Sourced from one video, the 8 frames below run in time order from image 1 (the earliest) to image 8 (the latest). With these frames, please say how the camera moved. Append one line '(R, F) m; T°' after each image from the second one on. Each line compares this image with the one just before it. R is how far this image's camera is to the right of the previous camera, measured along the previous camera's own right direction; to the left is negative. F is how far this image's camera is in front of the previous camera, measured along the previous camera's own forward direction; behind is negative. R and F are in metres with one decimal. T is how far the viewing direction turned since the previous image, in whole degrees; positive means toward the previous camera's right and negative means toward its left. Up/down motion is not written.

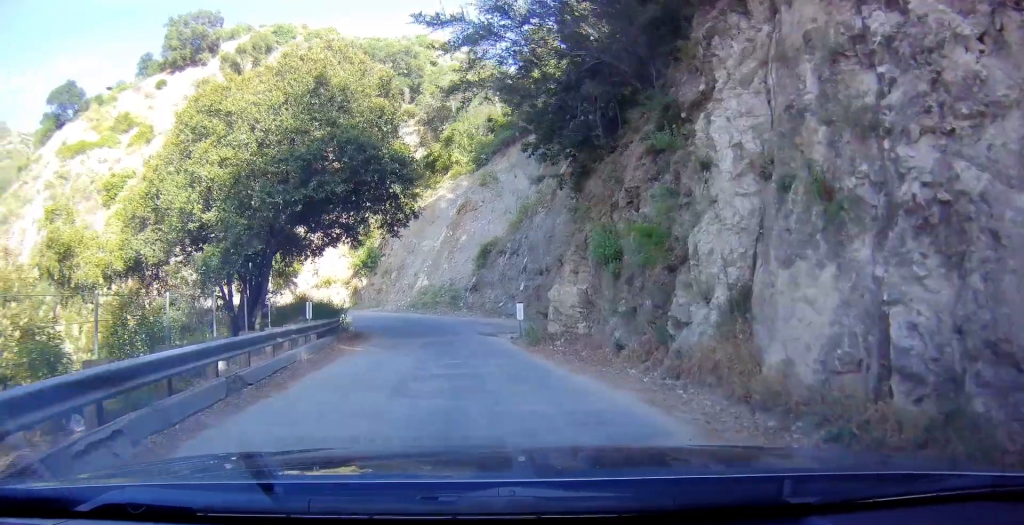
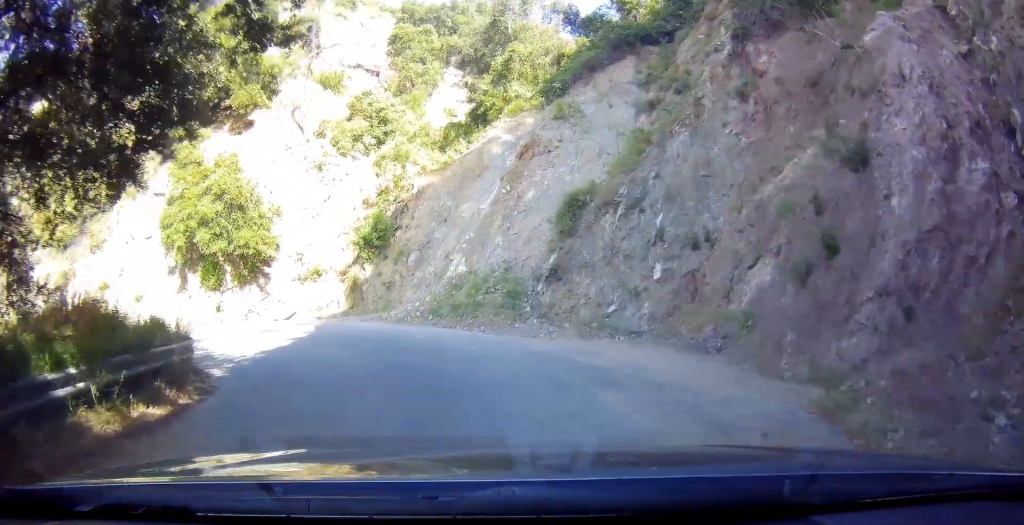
(0.0, +20.0) m; -4°
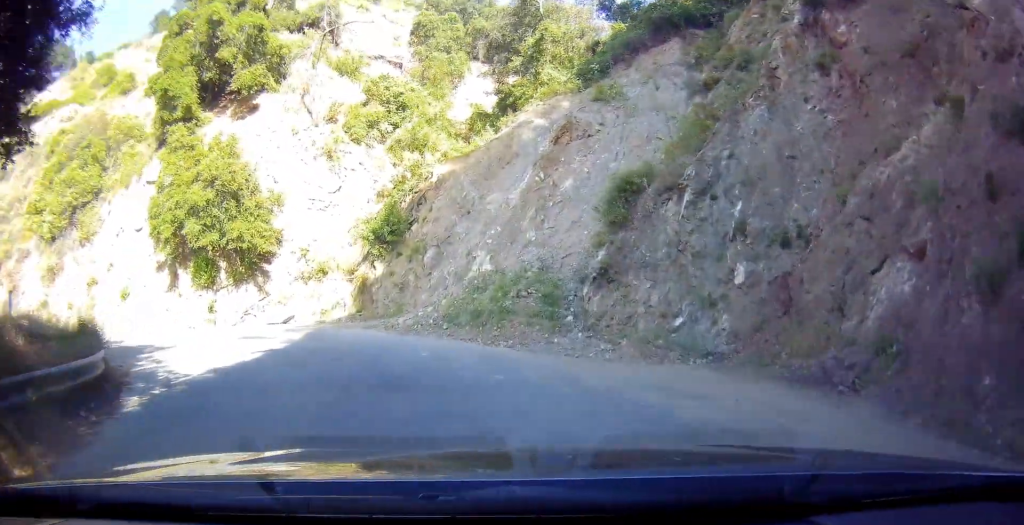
(+0.1, +4.8) m; -3°
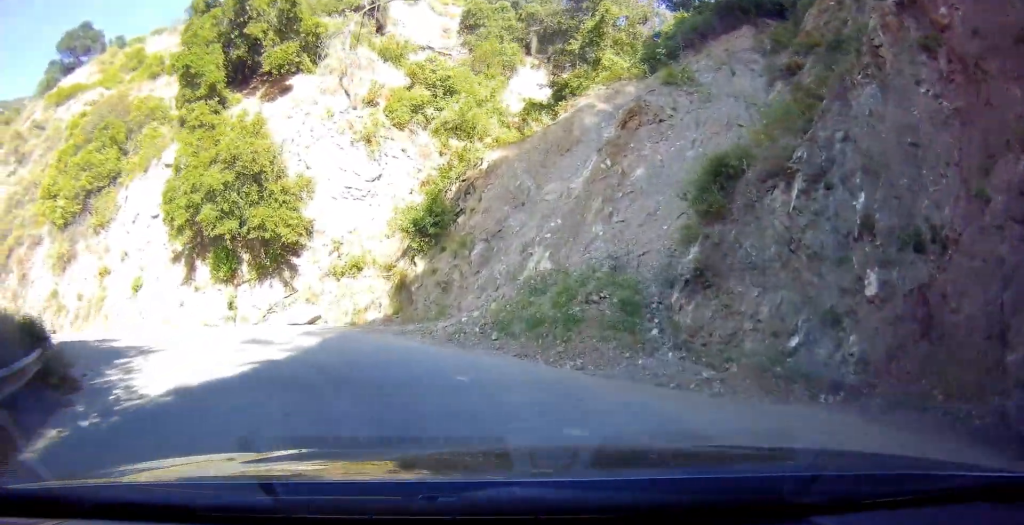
(-0.2, +3.5) m; -6°
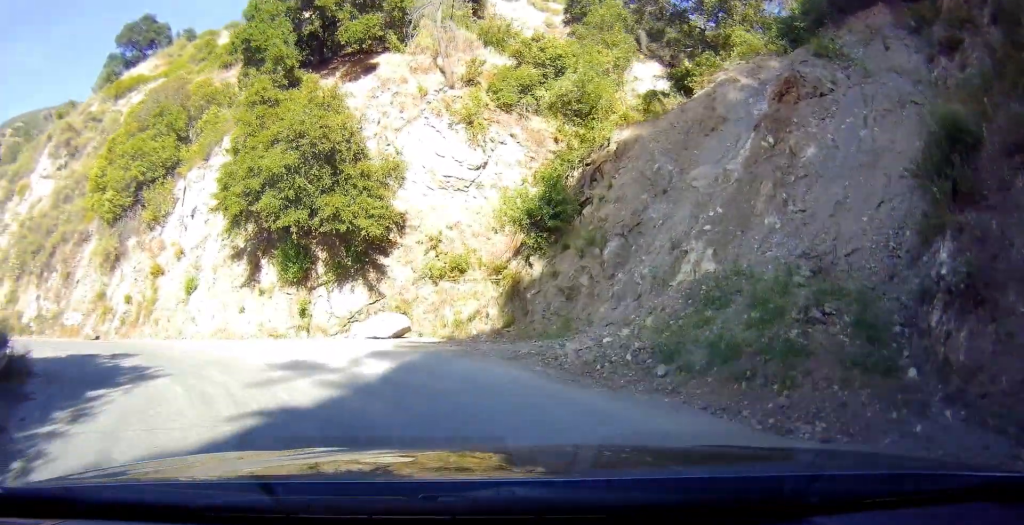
(-0.2, +5.6) m; -12°
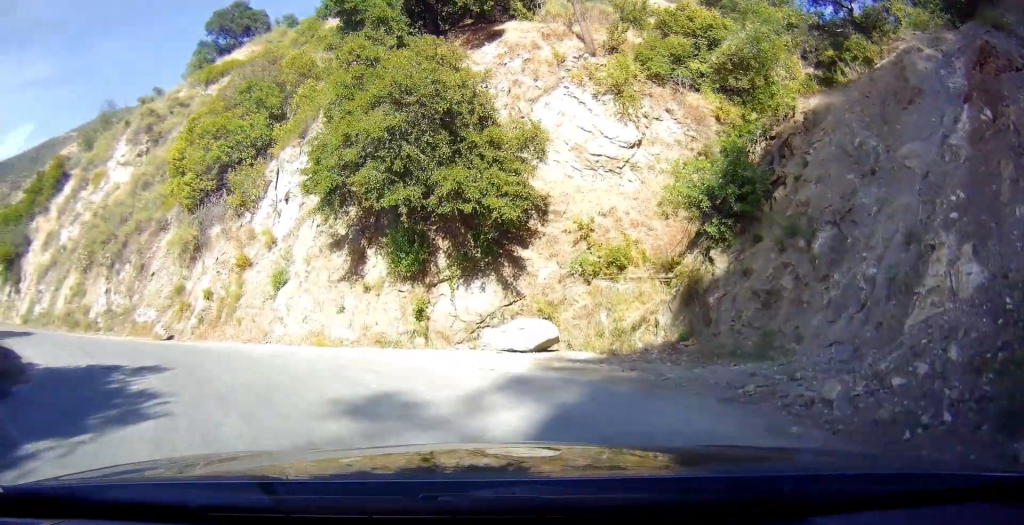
(-0.8, +5.1) m; -19°
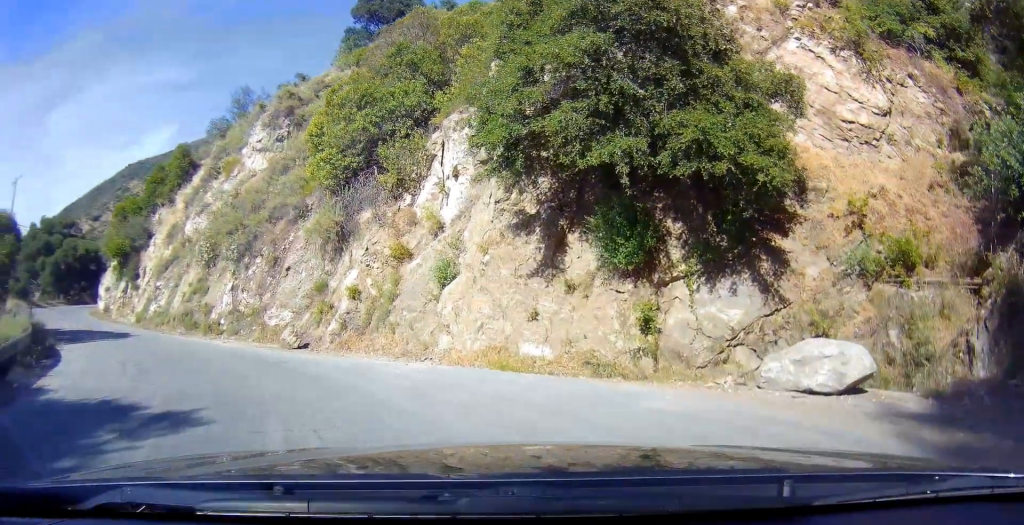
(-1.4, +5.3) m; -19°
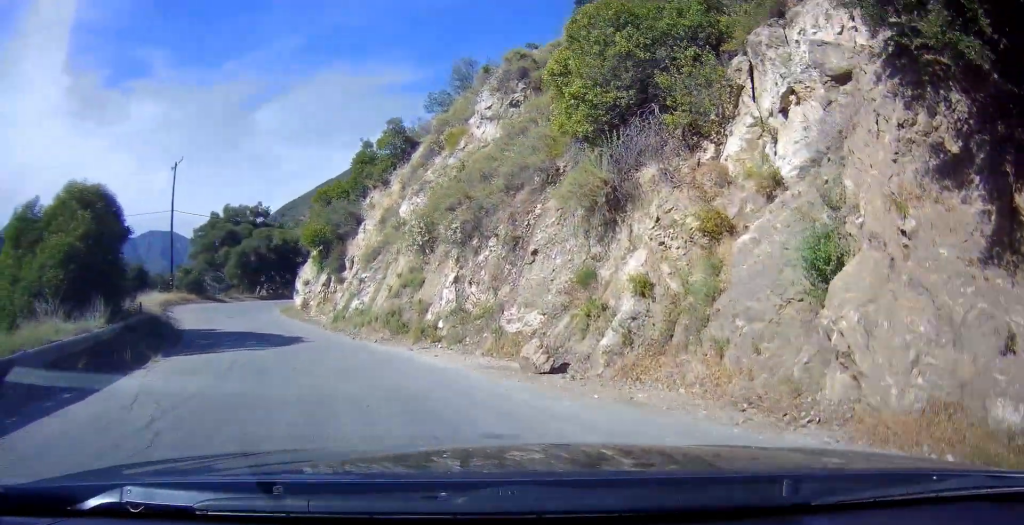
(-1.1, +7.1) m; -16°
